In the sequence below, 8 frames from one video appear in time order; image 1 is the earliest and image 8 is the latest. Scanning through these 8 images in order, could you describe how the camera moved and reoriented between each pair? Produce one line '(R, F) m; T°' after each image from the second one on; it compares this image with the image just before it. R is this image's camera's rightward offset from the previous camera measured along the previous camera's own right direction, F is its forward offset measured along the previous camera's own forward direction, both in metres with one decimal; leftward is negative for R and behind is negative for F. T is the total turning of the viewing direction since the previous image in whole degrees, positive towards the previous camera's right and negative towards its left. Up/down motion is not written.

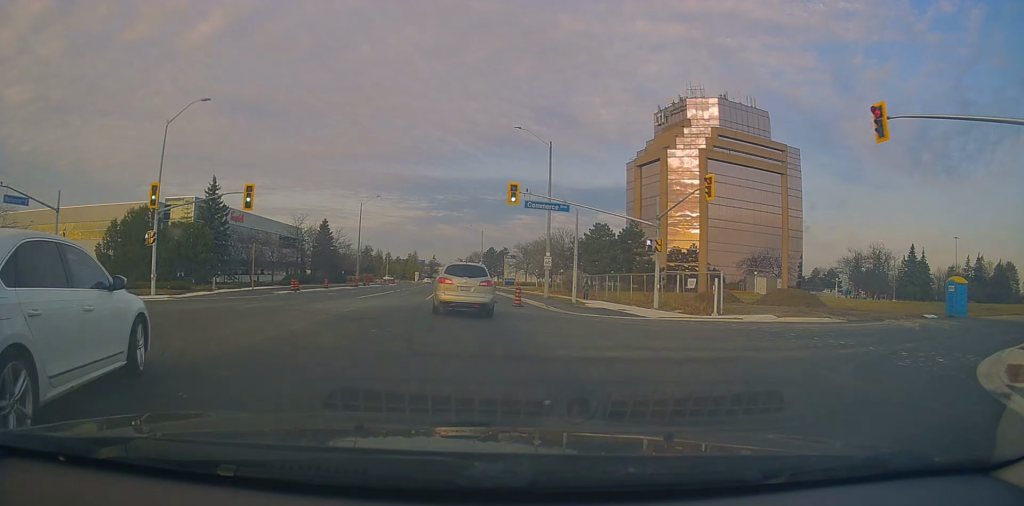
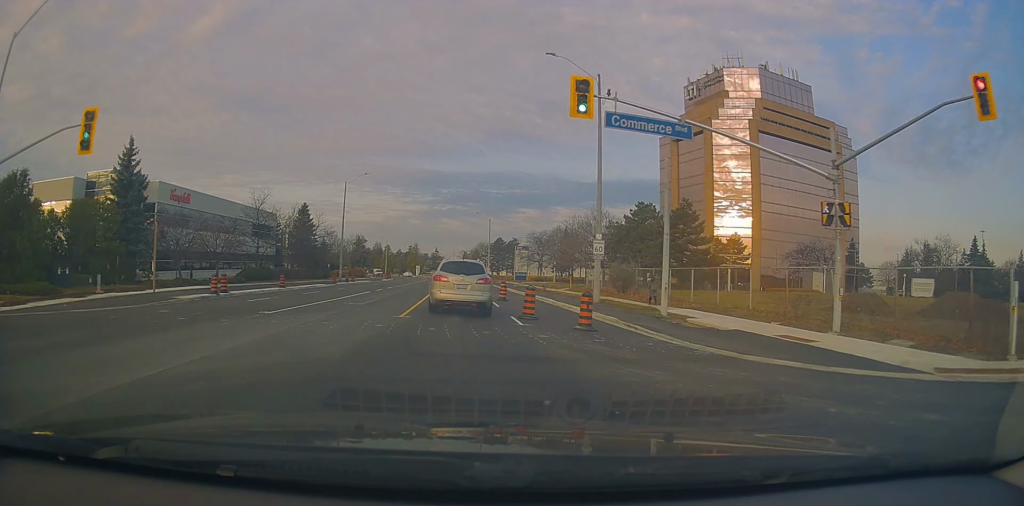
(-0.1, +15.8) m; +1°
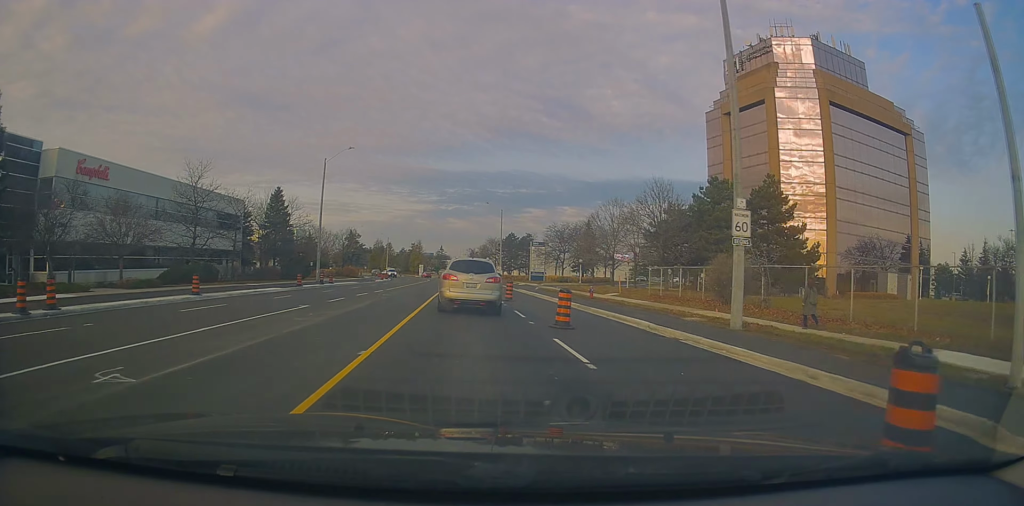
(+0.5, +15.8) m; +1°
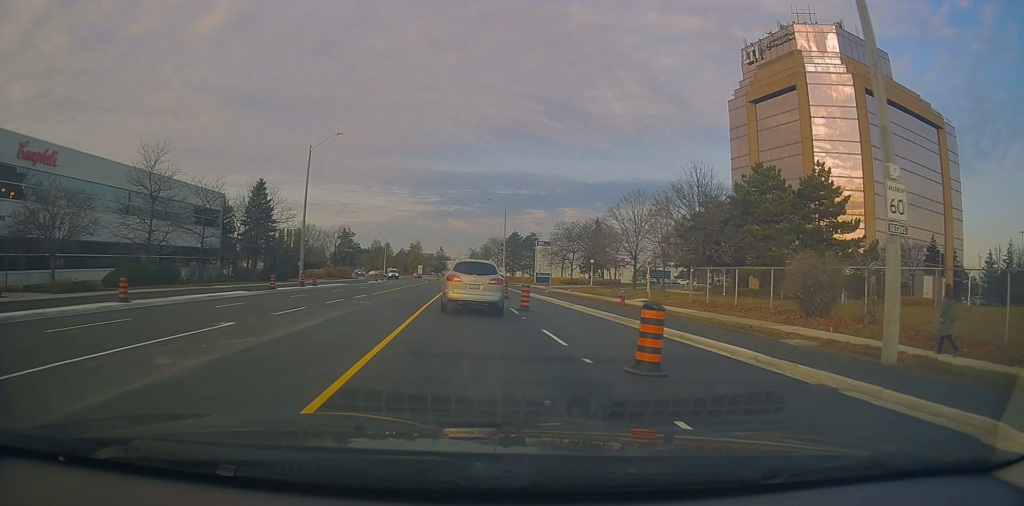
(-0.2, +6.9) m; -1°
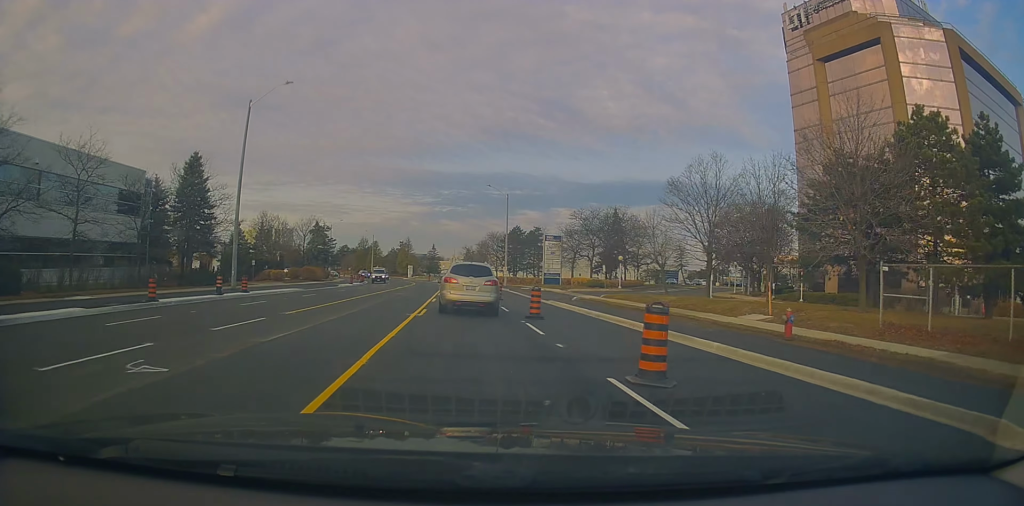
(-0.3, +15.8) m; -1°
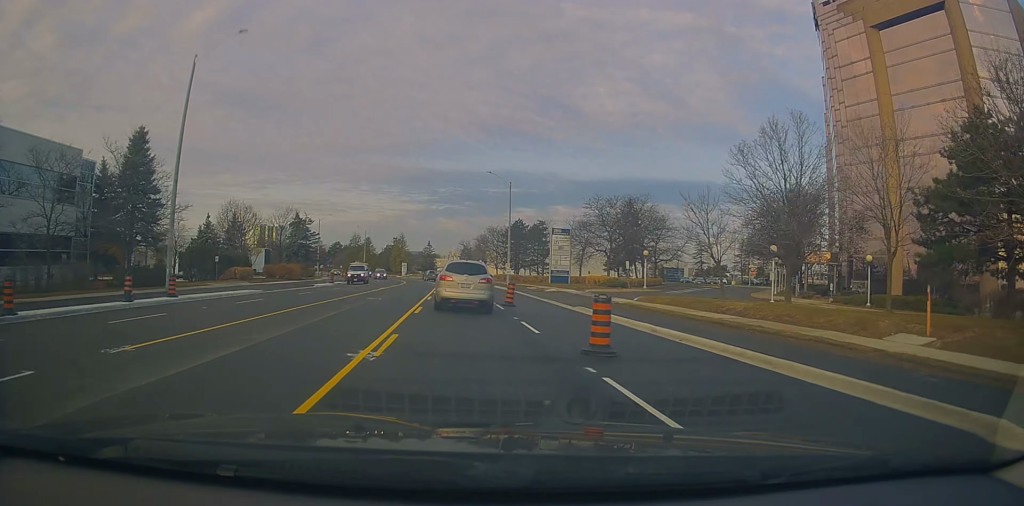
(0.0, +9.0) m; +1°
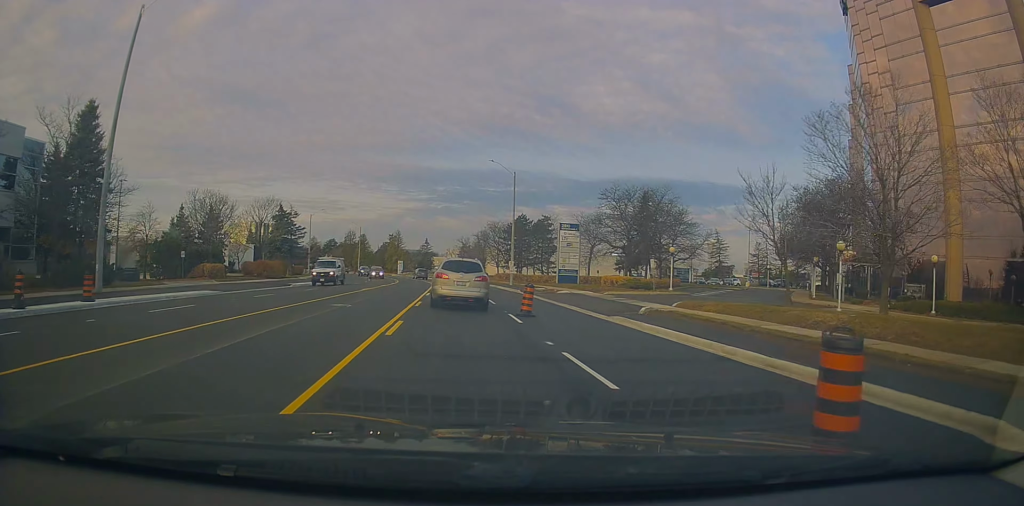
(-0.1, +6.7) m; +1°
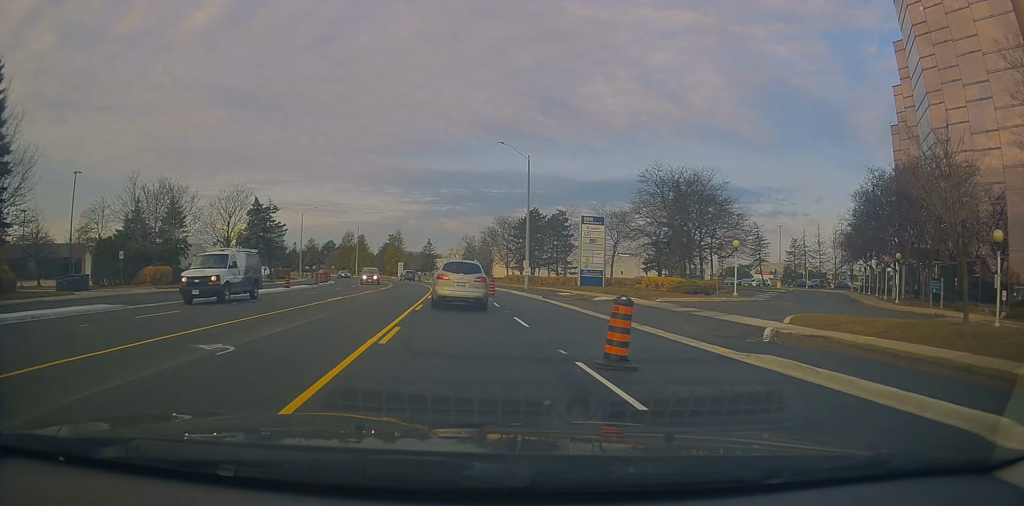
(+0.2, +10.1) m; 0°
